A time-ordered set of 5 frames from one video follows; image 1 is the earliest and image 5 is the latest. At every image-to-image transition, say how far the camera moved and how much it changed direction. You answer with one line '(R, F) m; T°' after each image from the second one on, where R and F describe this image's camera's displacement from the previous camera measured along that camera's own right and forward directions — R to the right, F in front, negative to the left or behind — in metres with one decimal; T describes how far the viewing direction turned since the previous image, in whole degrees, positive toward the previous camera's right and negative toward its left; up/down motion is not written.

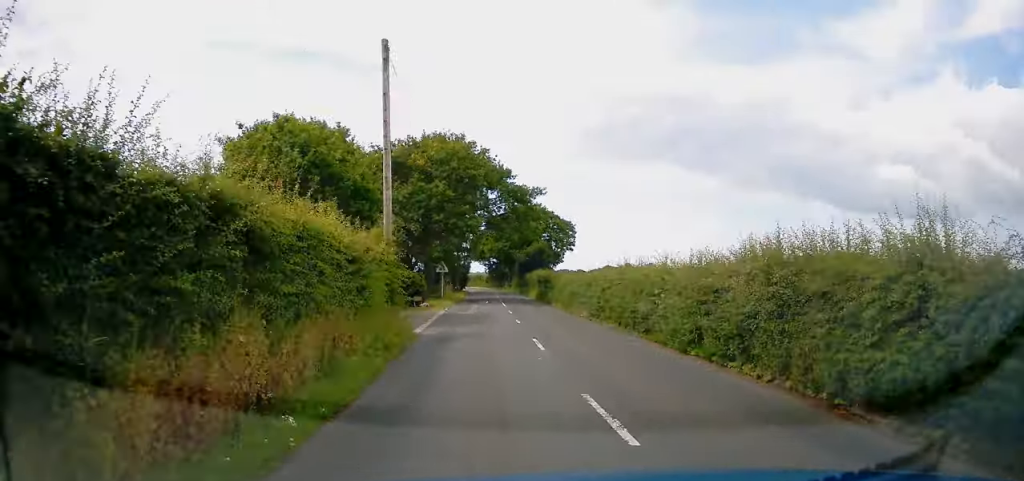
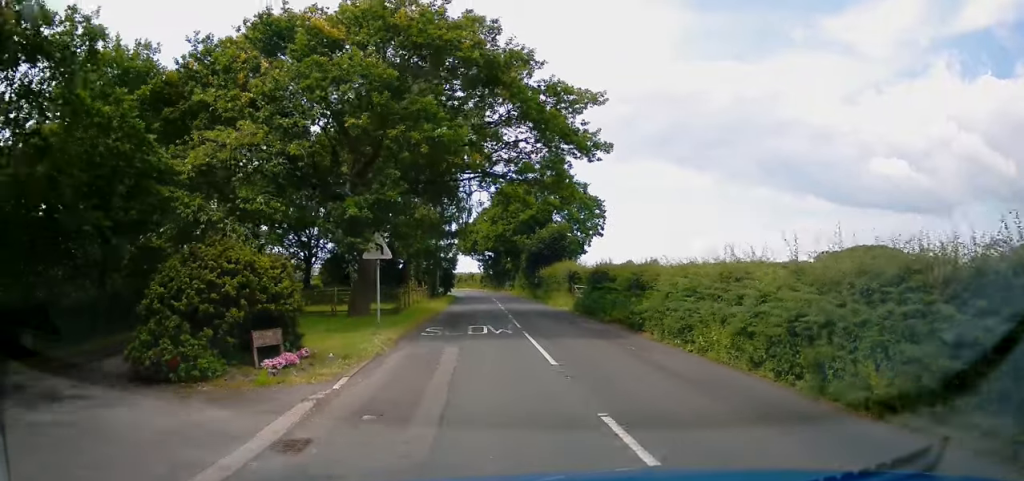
(+0.4, +23.5) m; +1°
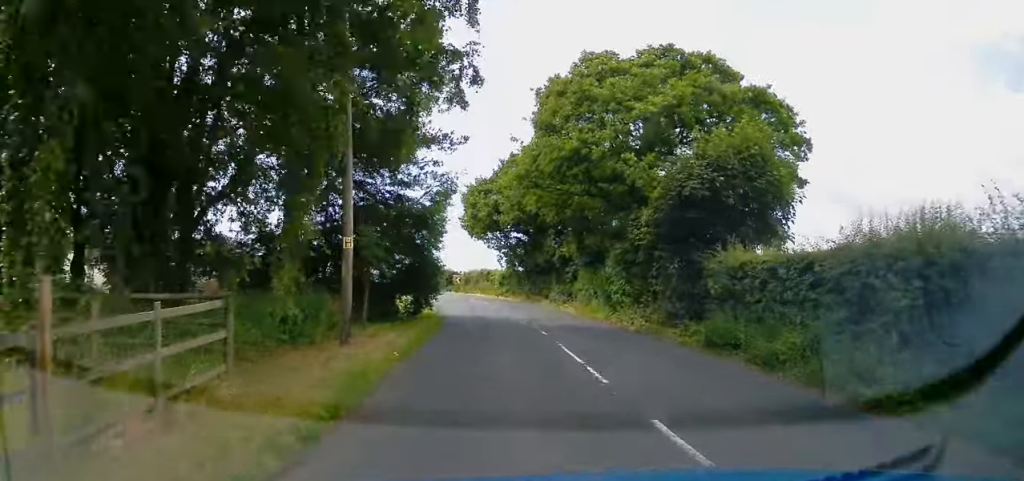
(+0.4, +34.6) m; +1°
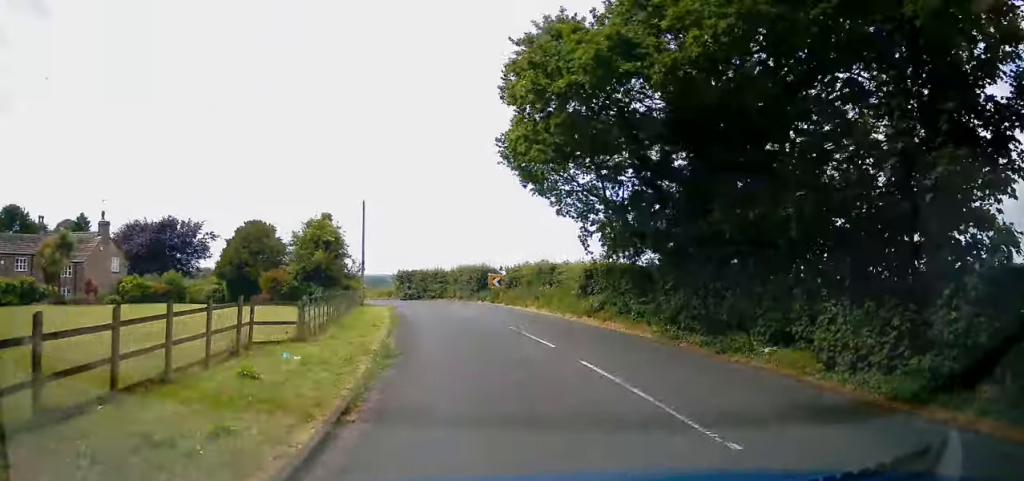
(-1.4, +28.5) m; -5°
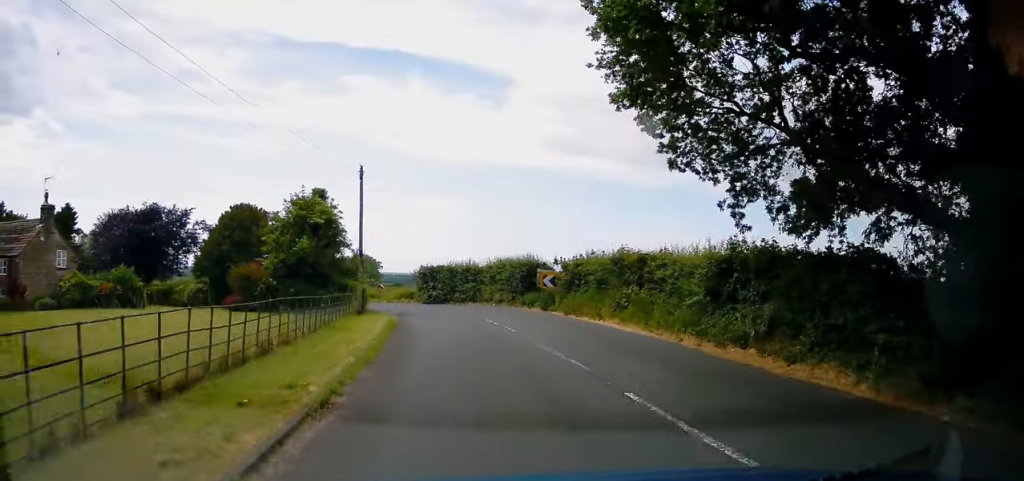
(-0.1, +11.1) m; -3°
